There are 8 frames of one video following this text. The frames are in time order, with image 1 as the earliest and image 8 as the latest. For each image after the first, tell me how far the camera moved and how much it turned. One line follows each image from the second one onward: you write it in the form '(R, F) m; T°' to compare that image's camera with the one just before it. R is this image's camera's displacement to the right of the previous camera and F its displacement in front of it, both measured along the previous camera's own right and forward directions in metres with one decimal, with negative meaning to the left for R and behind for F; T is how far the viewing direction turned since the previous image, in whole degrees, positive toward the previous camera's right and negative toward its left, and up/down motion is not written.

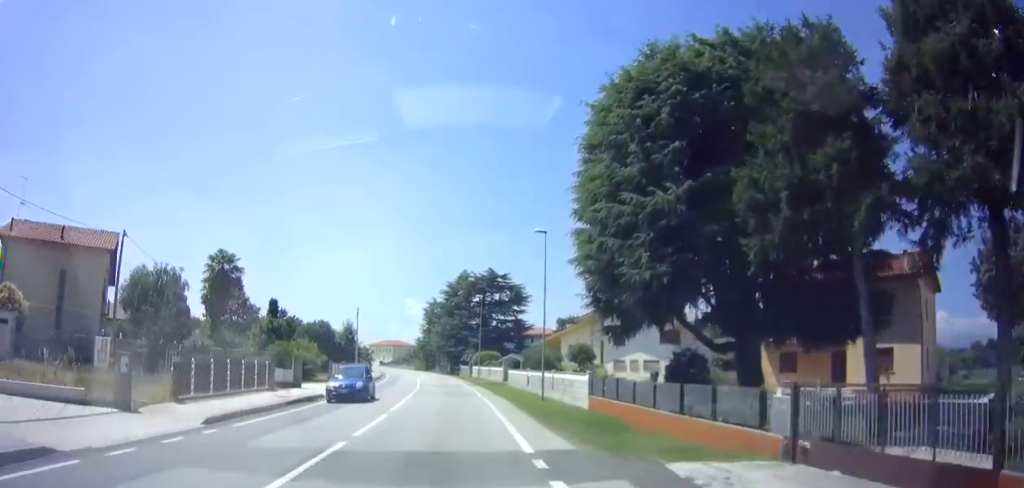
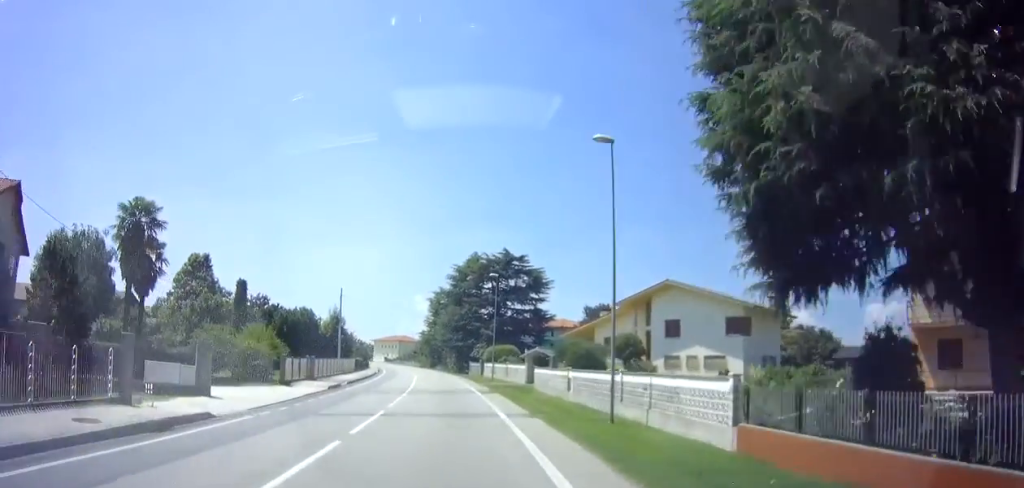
(+0.2, +12.2) m; 0°
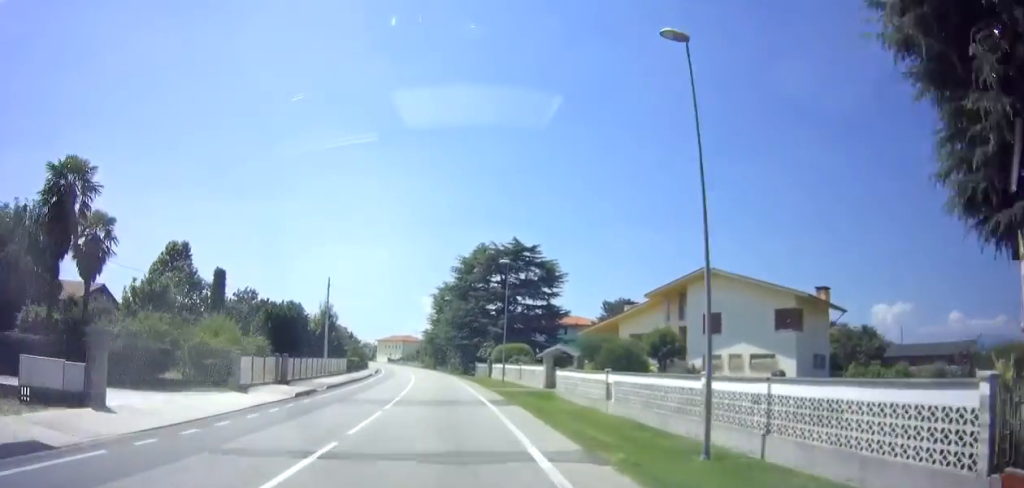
(-0.2, +6.4) m; -1°
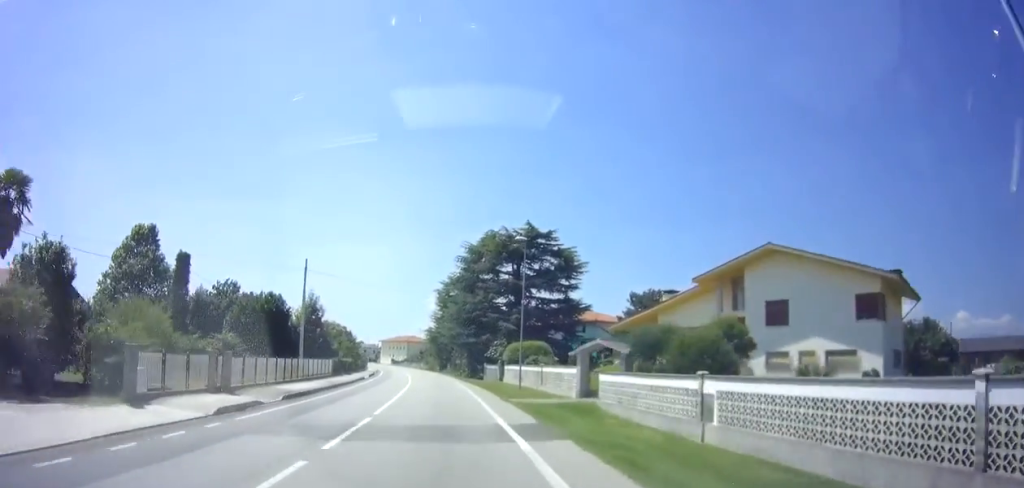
(-0.1, +7.8) m; -1°
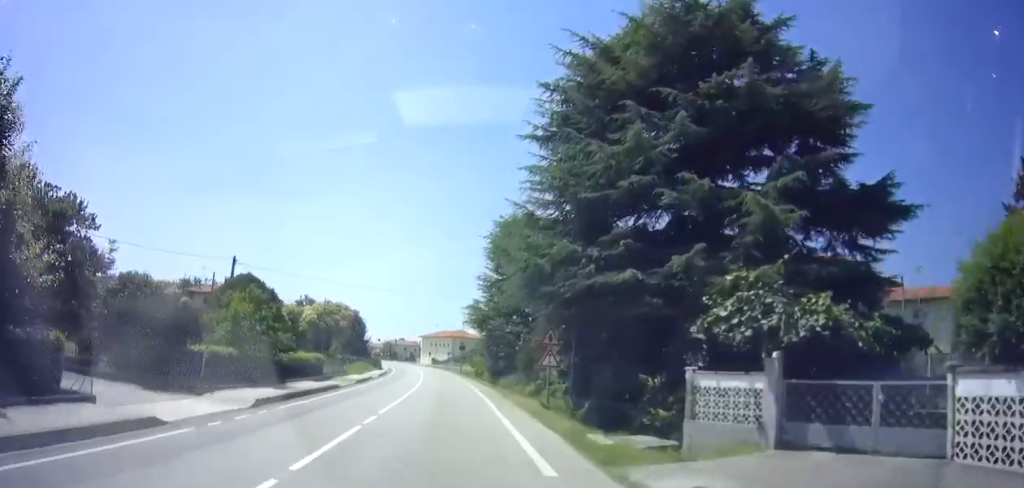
(-2.5, +39.3) m; -5°
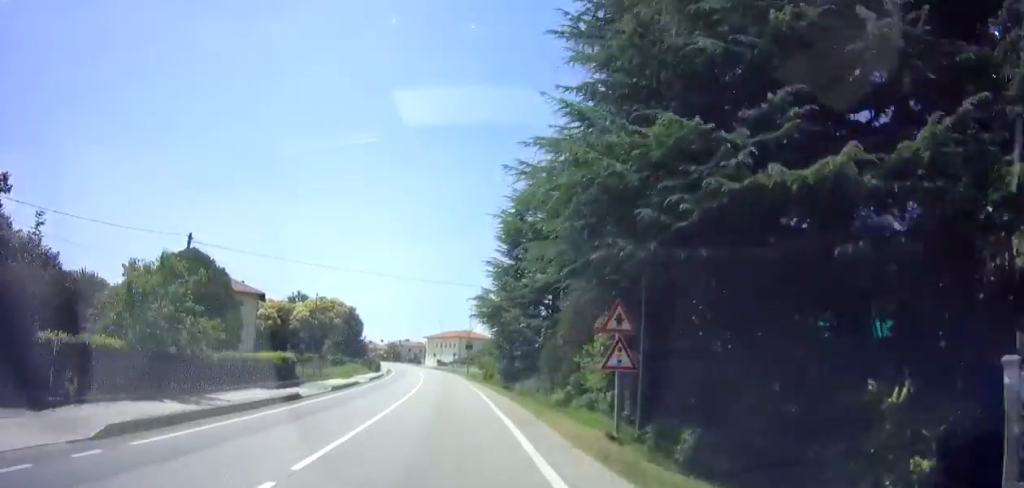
(+0.3, +7.8) m; 0°
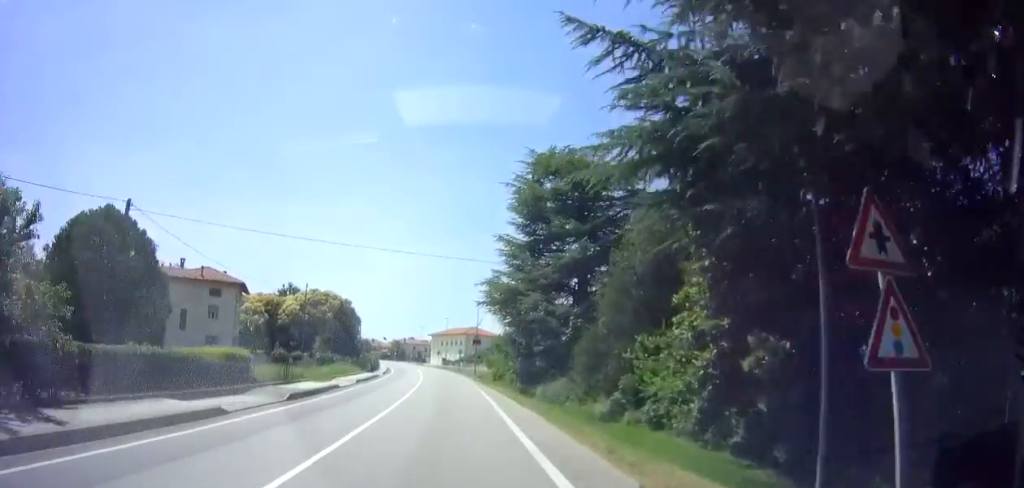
(+0.1, +7.3) m; 0°
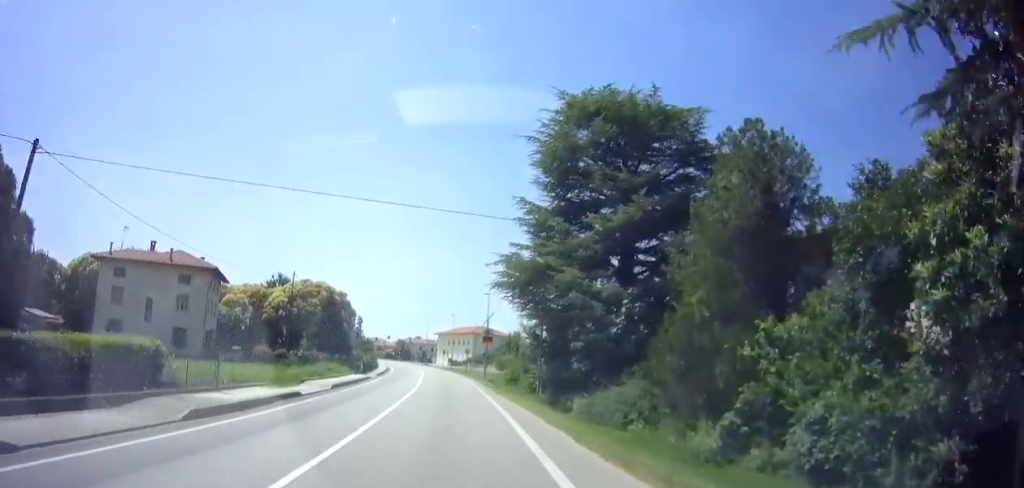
(-0.2, +8.3) m; -2°
